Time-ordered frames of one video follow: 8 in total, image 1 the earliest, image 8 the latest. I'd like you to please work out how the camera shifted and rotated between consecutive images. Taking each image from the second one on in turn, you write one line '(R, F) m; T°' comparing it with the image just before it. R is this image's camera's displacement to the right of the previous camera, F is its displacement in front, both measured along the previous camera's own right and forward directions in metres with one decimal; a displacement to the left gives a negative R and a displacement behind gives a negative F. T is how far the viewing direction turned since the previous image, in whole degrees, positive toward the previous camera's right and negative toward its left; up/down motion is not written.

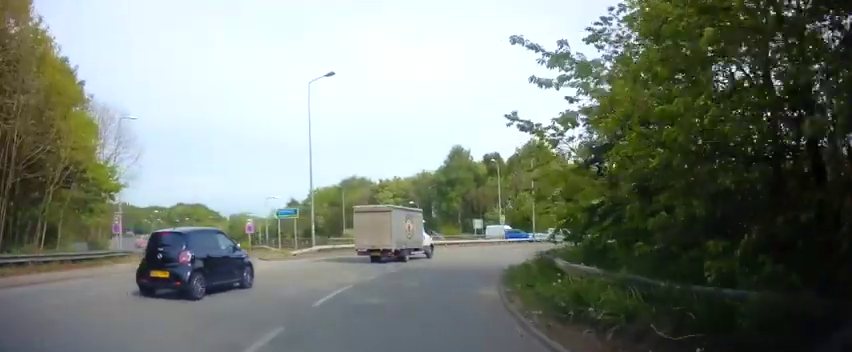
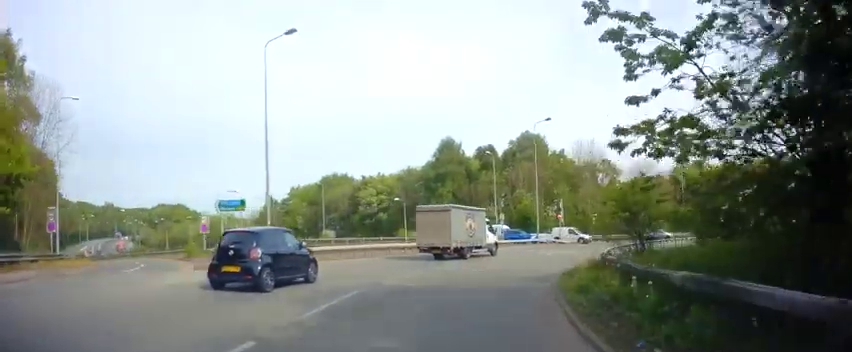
(-0.1, +7.0) m; 0°
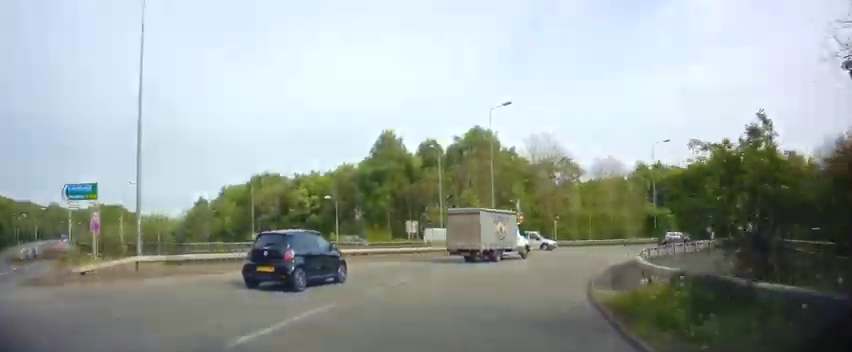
(0.0, +7.2) m; +6°
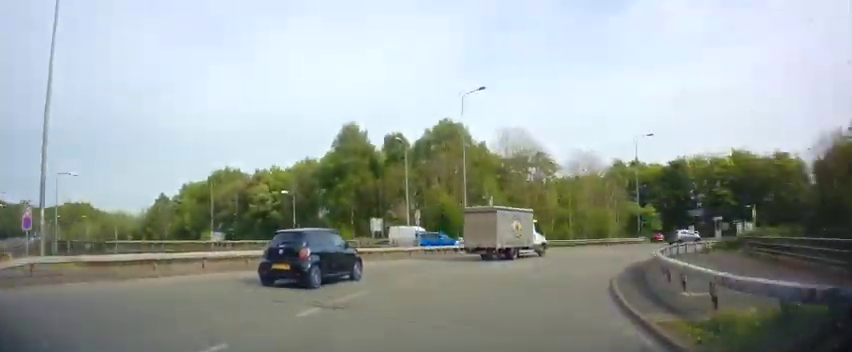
(+0.3, +3.8) m; +4°
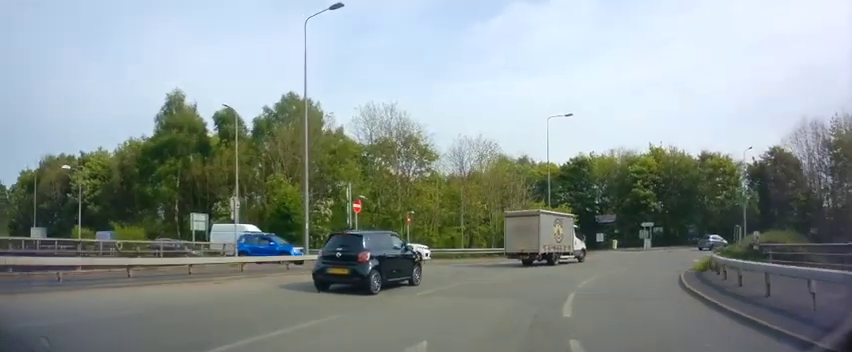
(+1.6, +13.4) m; +18°
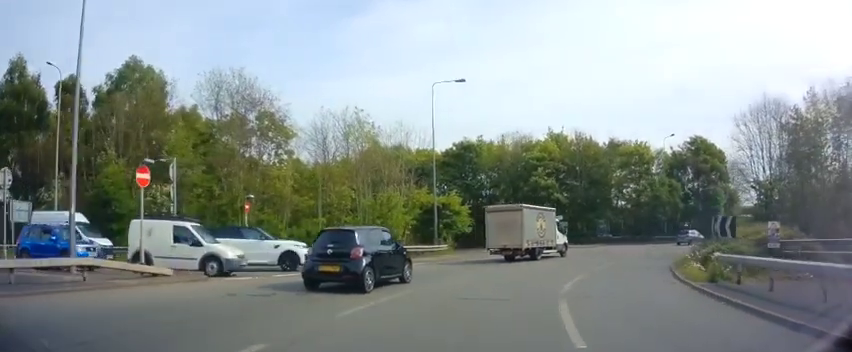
(+1.1, +8.8) m; +16°
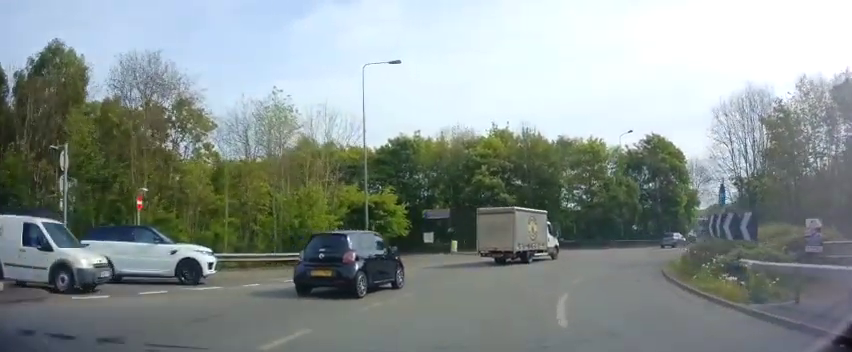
(+0.7, +4.5) m; +7°
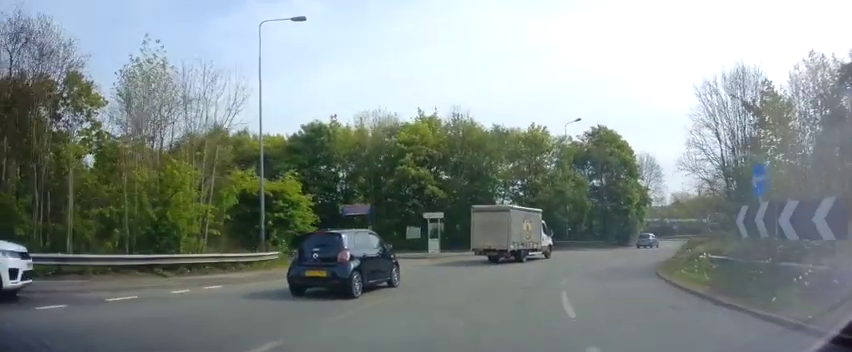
(+0.5, +6.0) m; +9°
